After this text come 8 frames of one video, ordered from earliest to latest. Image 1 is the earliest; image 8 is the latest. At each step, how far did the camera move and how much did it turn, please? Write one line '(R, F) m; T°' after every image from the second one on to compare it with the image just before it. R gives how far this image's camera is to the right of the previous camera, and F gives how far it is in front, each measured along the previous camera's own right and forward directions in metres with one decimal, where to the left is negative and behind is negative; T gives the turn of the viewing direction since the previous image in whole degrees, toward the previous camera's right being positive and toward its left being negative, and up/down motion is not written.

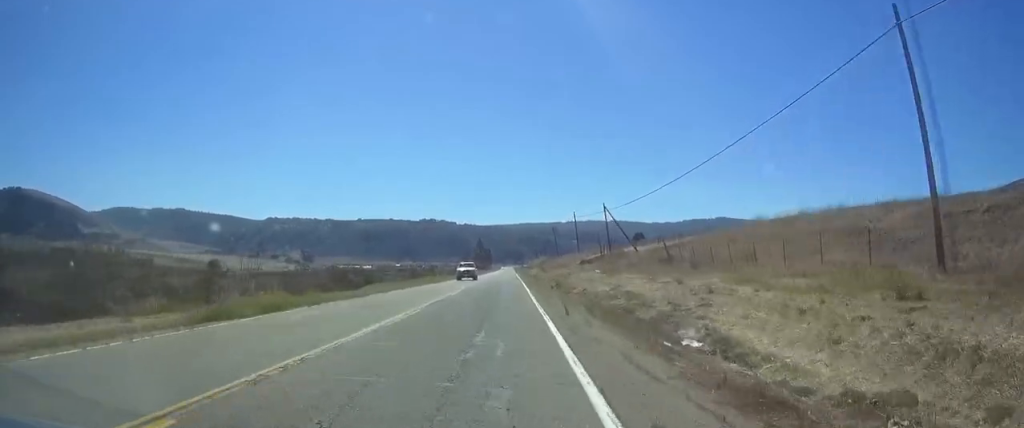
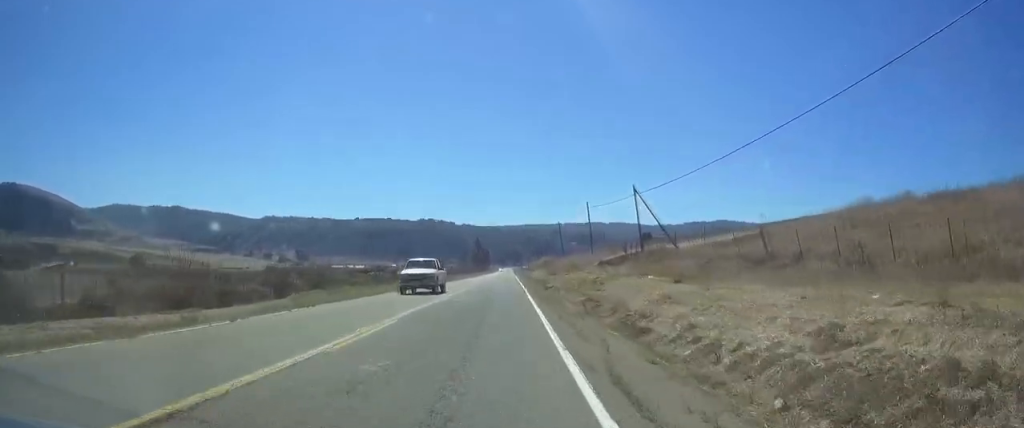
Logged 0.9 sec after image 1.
(0.0, +19.9) m; 0°
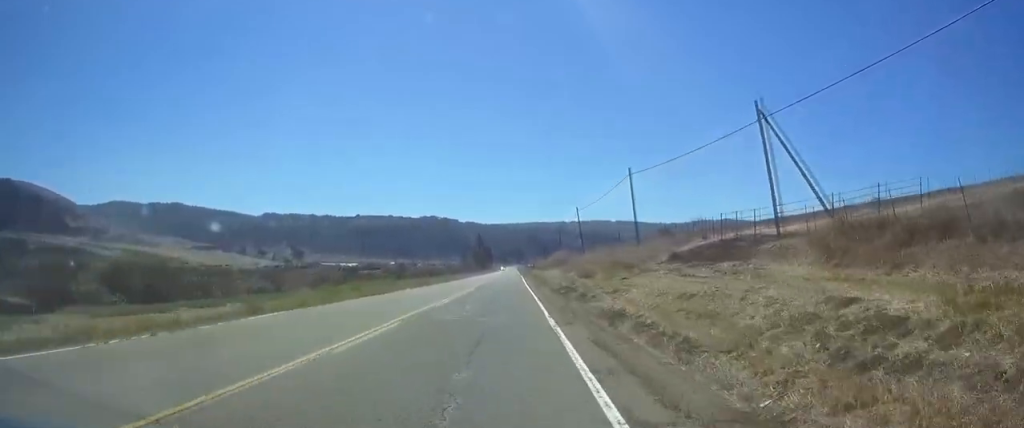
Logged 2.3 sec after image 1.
(0.0, +29.8) m; 0°
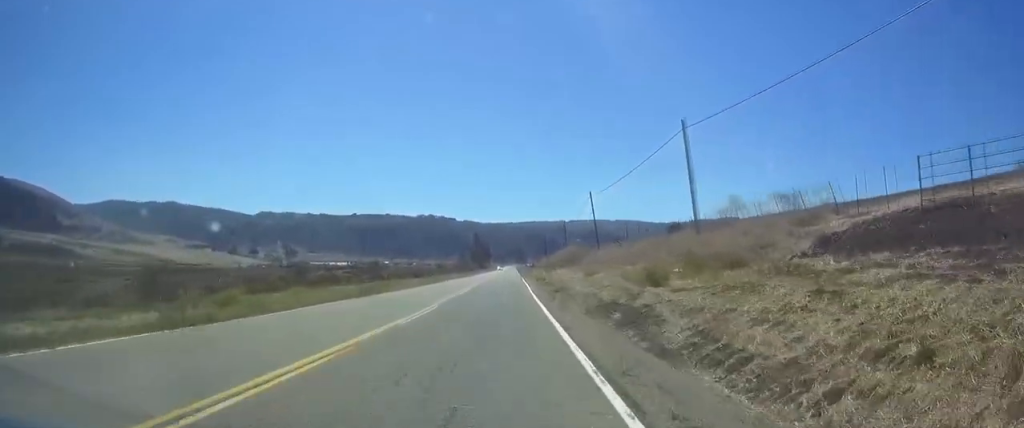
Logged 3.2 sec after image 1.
(0.0, +19.6) m; 0°
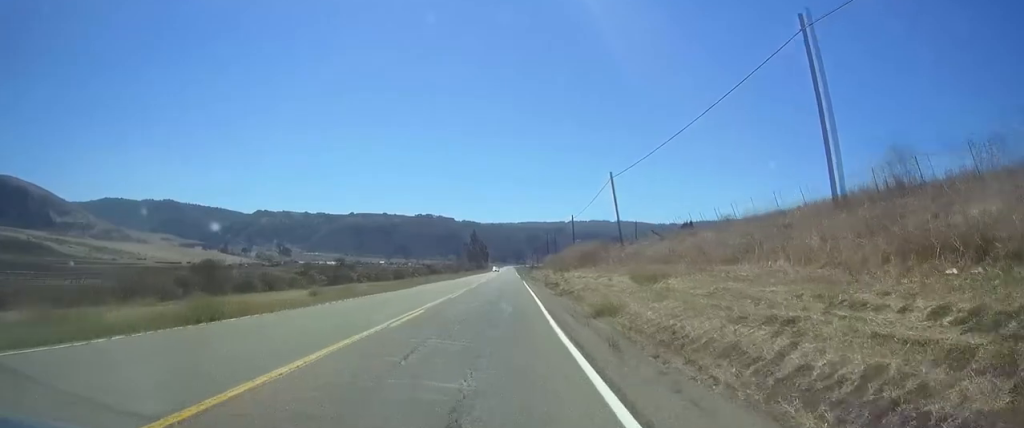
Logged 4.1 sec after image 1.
(0.0, +18.2) m; 0°
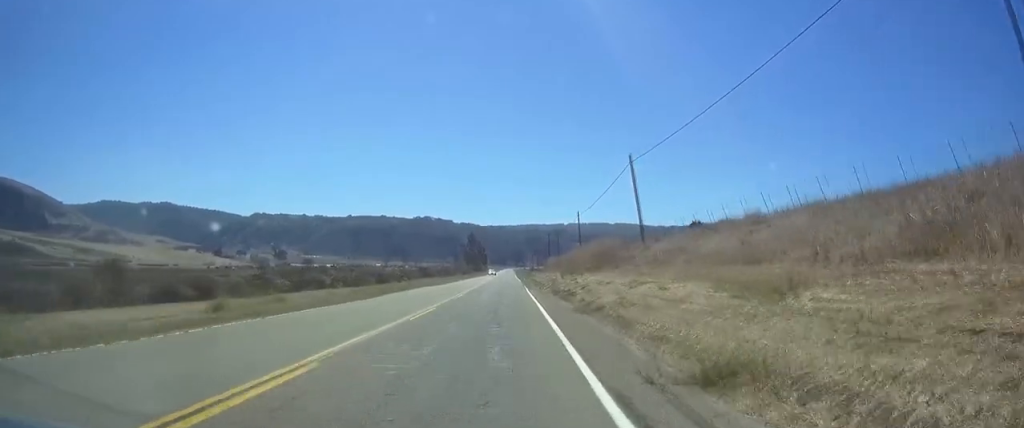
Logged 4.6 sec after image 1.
(0.0, +11.3) m; 0°
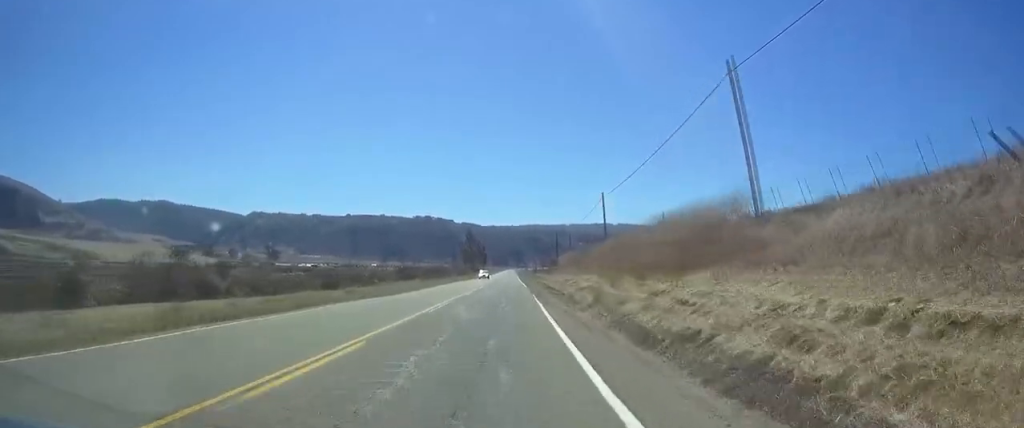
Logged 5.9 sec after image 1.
(0.0, +26.0) m; 0°
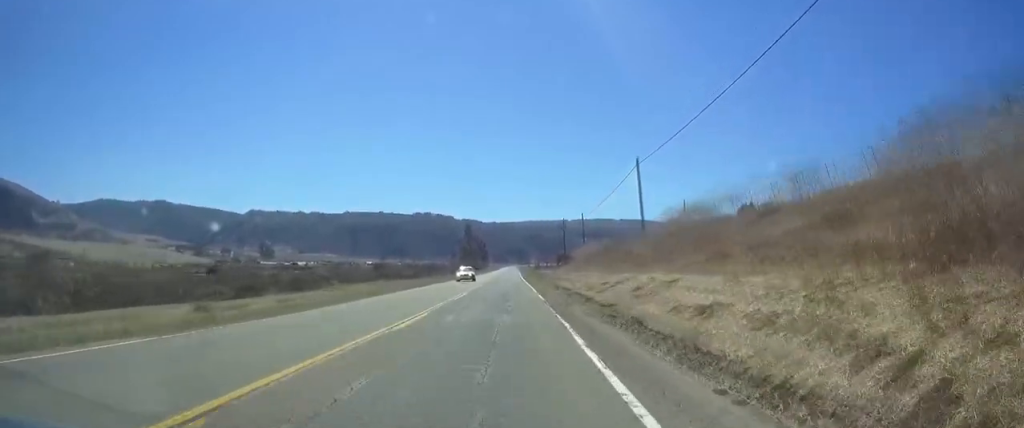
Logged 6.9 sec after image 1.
(-0.1, +20.5) m; 0°
